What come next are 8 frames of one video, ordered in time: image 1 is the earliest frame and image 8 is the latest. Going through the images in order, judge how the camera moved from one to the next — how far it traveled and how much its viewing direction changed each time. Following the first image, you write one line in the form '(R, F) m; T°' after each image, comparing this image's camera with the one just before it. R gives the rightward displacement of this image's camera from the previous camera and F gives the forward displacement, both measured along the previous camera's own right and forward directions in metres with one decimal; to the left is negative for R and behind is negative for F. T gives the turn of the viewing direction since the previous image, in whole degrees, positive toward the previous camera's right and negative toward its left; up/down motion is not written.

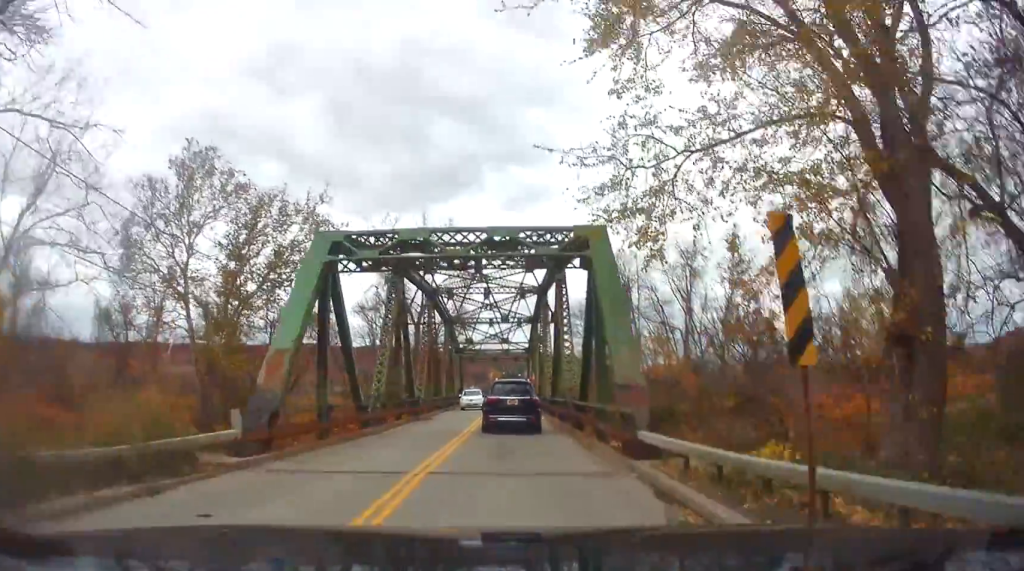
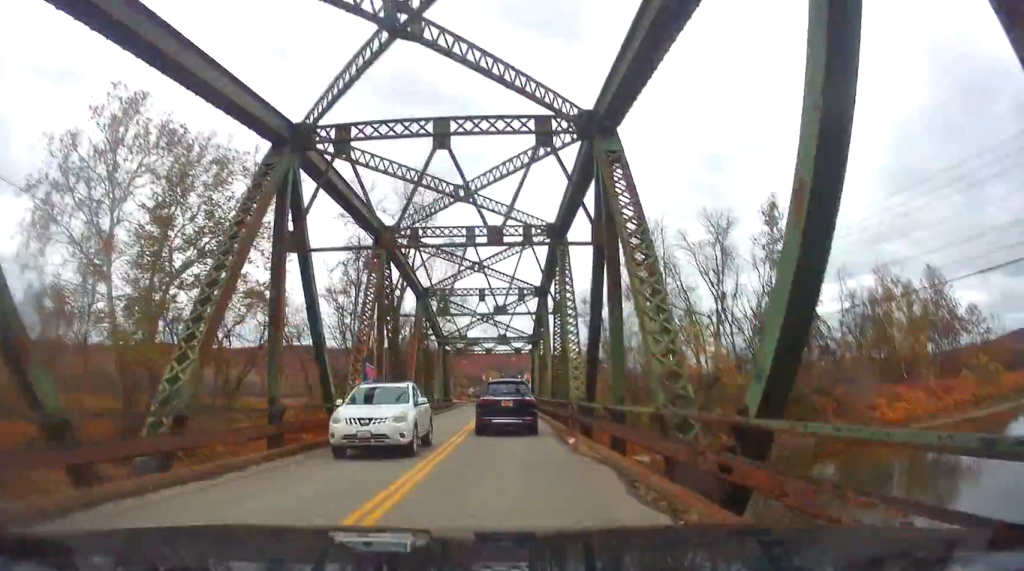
(-0.3, +14.5) m; 0°
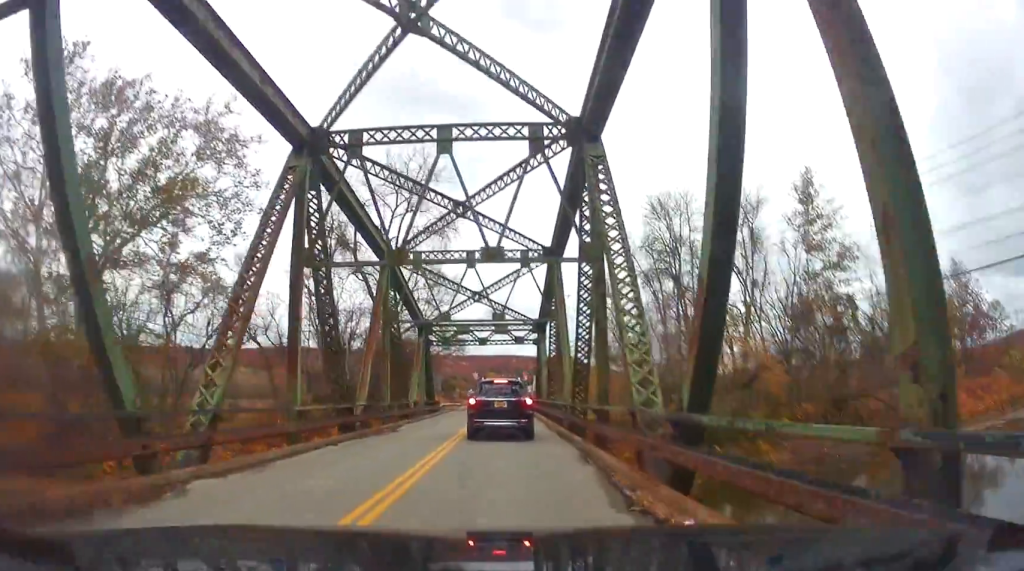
(+0.2, +10.1) m; +1°
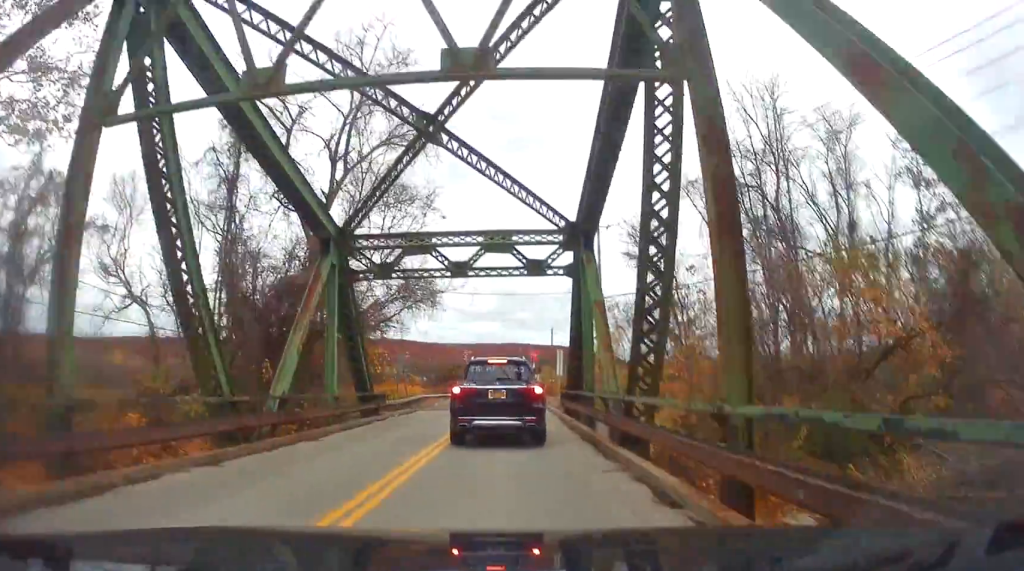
(+0.2, +21.6) m; +1°
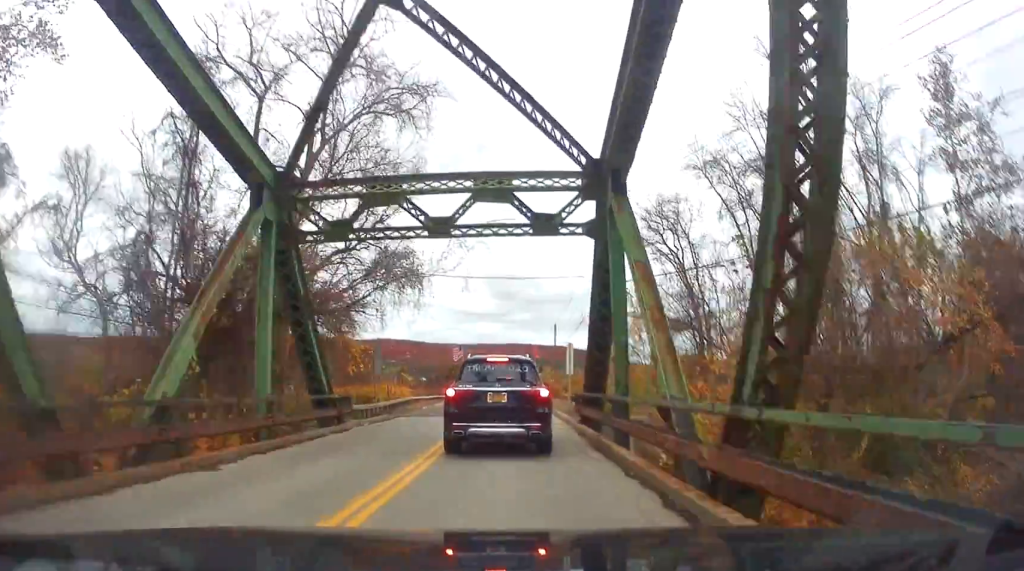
(0.0, +6.6) m; 0°
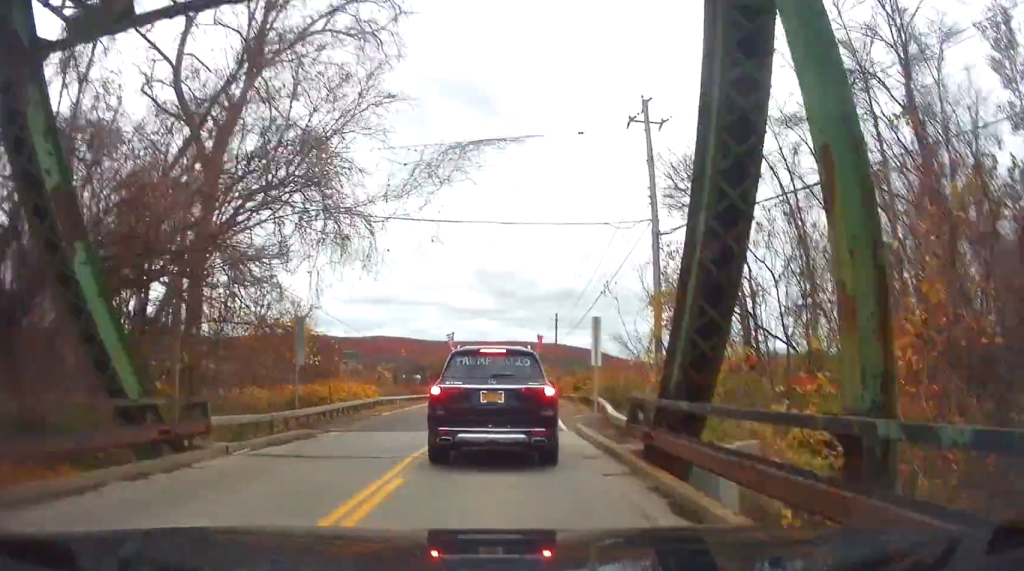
(0.0, +14.8) m; -1°
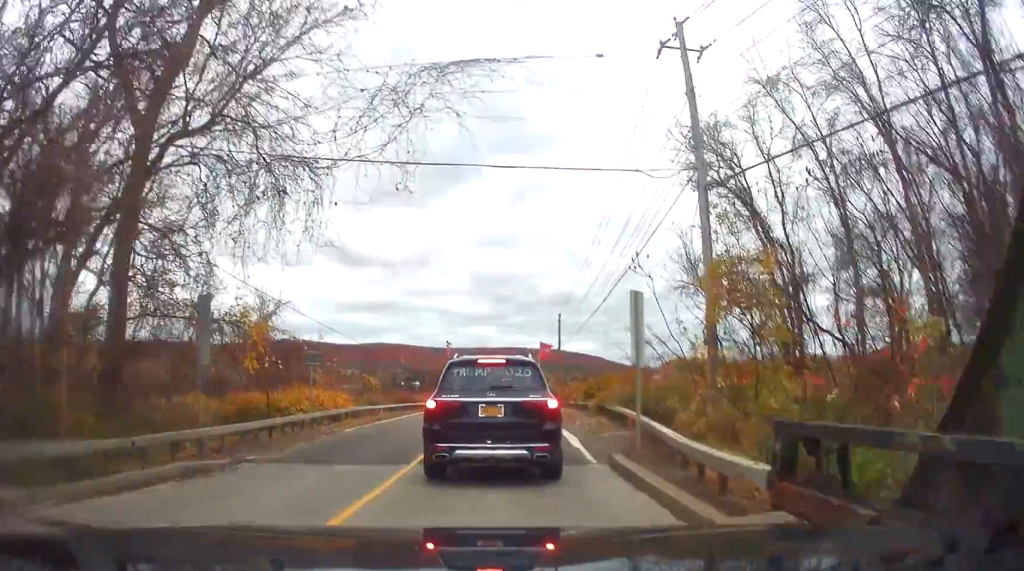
(-0.1, +11.1) m; -1°
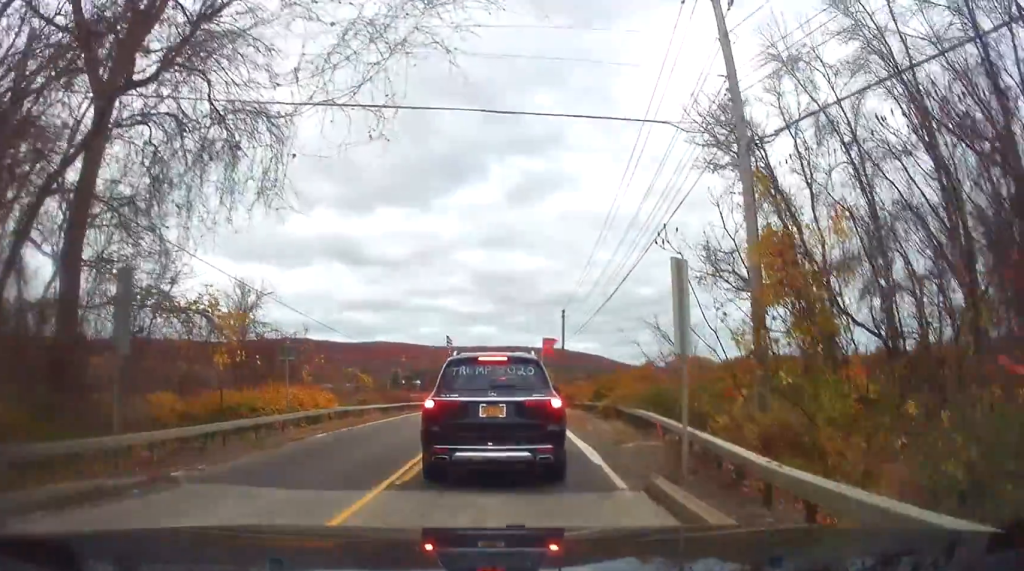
(-0.1, +6.0) m; -1°
